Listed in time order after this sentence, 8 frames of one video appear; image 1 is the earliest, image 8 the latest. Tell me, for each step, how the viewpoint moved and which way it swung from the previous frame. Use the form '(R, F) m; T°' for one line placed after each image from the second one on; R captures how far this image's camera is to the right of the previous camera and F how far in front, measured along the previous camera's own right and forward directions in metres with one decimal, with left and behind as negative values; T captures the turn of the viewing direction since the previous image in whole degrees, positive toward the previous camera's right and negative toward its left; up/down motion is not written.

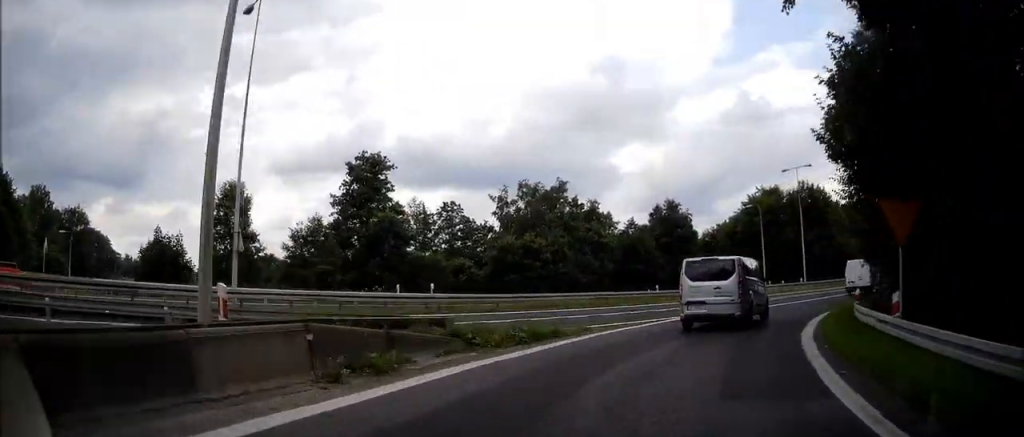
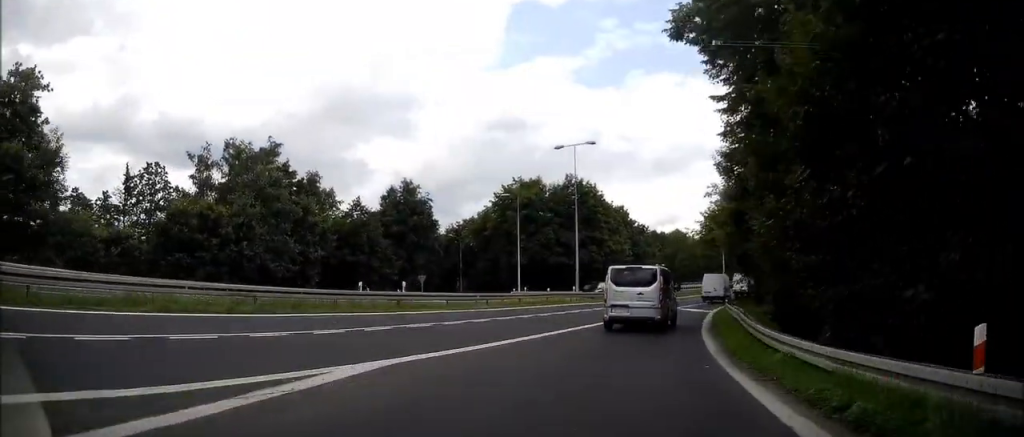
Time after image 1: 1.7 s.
(+3.3, +14.8) m; +24°
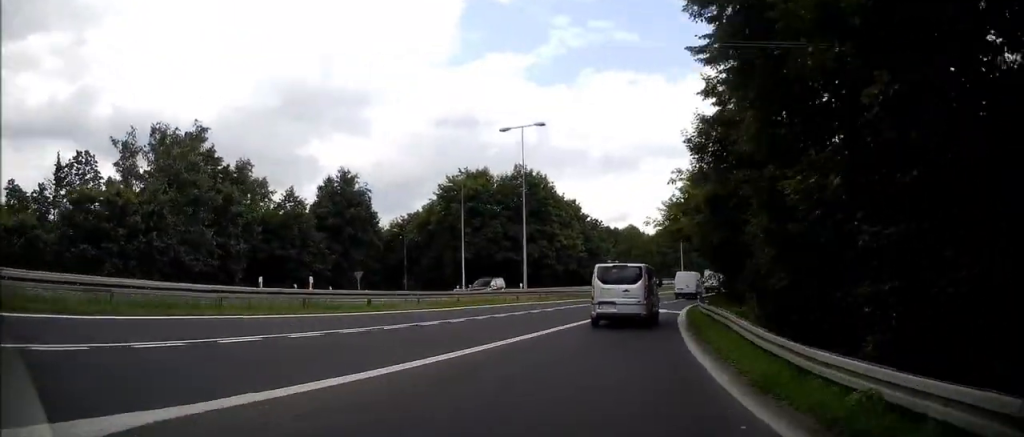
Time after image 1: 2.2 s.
(+0.3, +4.8) m; +6°
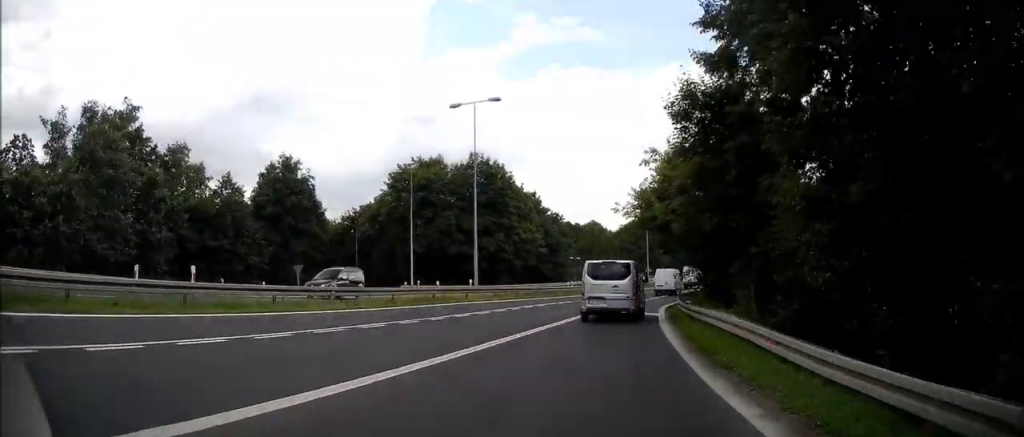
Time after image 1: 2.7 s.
(+0.2, +5.2) m; +2°
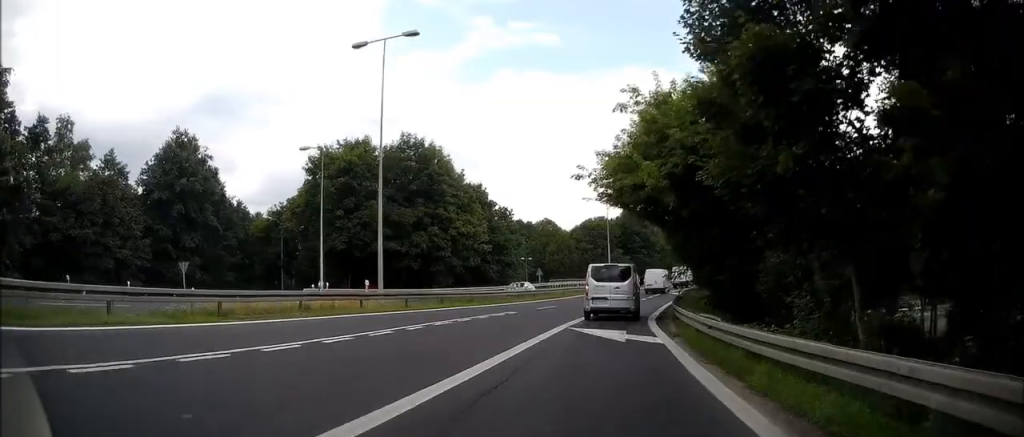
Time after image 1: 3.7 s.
(+0.3, +11.1) m; +3°
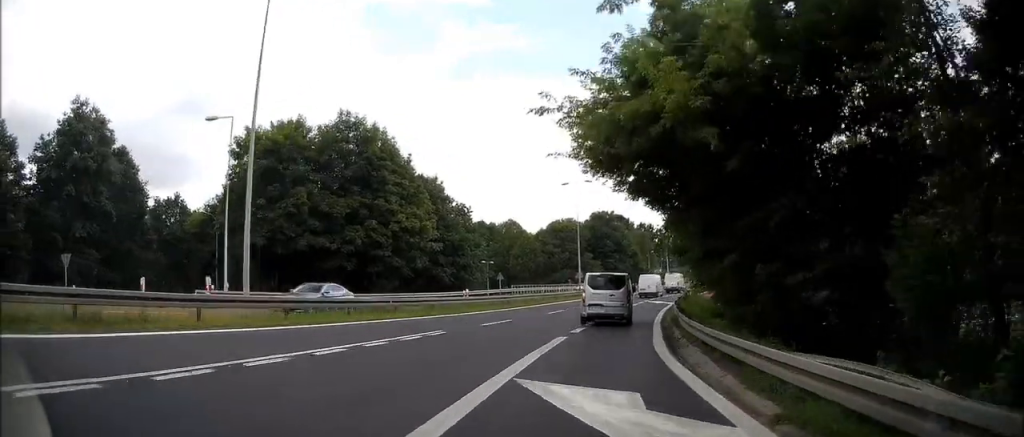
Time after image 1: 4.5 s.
(+0.1, +9.3) m; +3°
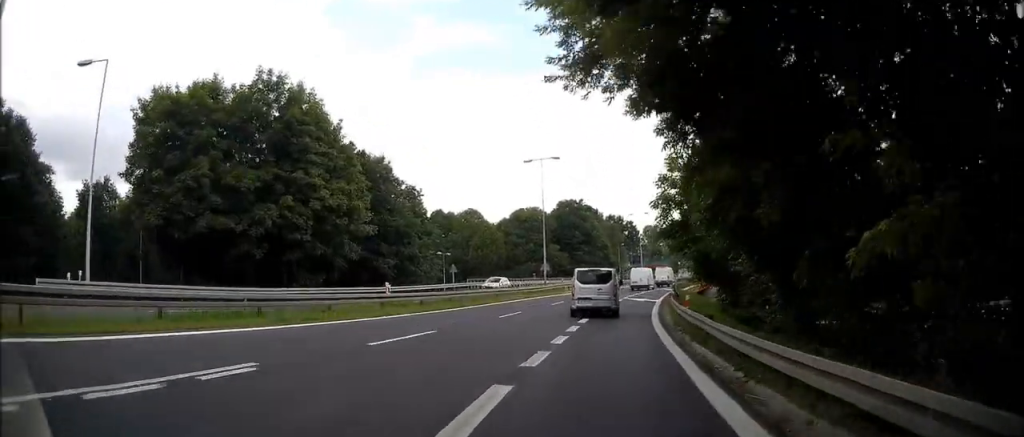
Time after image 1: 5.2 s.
(+0.3, +9.5) m; +4°
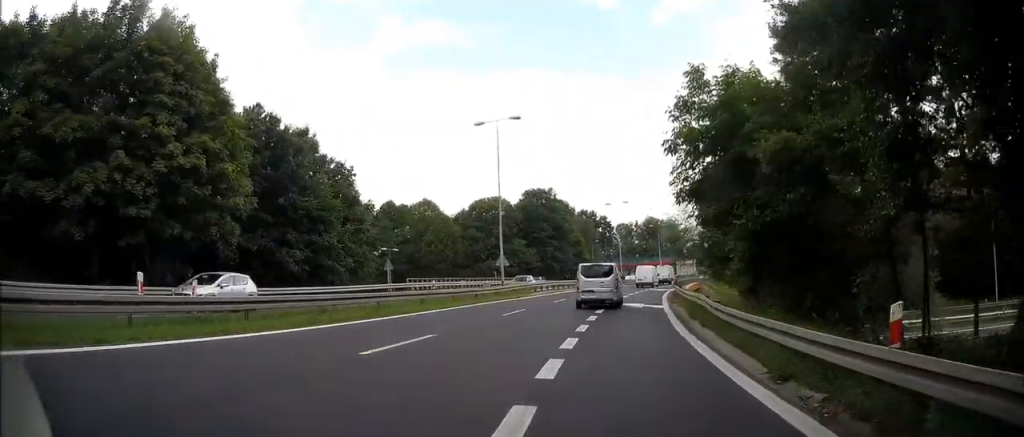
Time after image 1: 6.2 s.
(+0.5, +13.7) m; +1°
